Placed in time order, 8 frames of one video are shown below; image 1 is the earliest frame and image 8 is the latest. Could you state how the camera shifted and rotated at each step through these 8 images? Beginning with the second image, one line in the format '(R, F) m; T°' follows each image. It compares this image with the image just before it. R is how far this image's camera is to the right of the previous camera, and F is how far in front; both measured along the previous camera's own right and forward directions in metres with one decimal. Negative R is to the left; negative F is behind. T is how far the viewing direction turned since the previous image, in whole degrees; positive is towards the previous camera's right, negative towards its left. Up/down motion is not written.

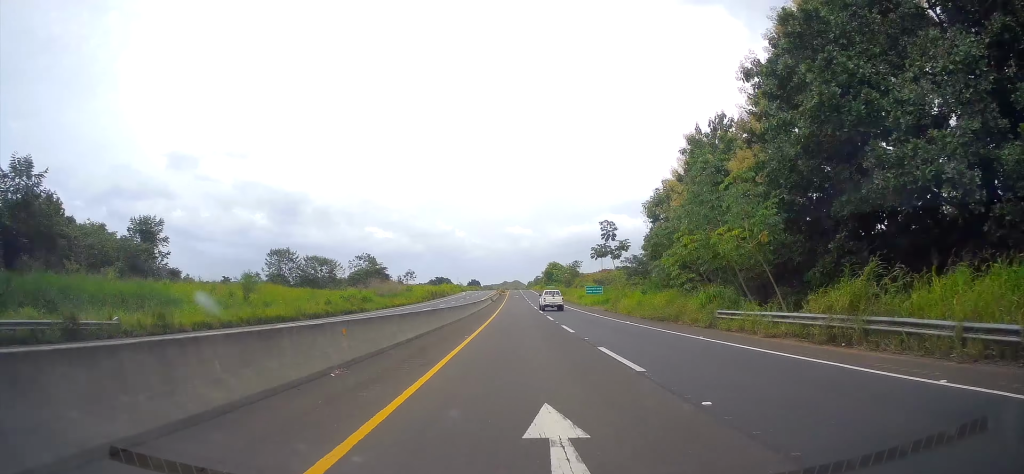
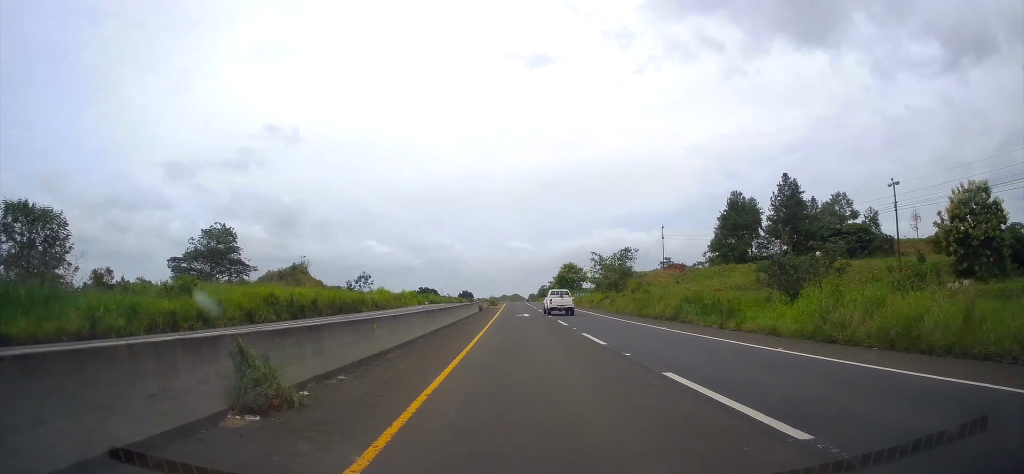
(+0.2, +78.0) m; +1°
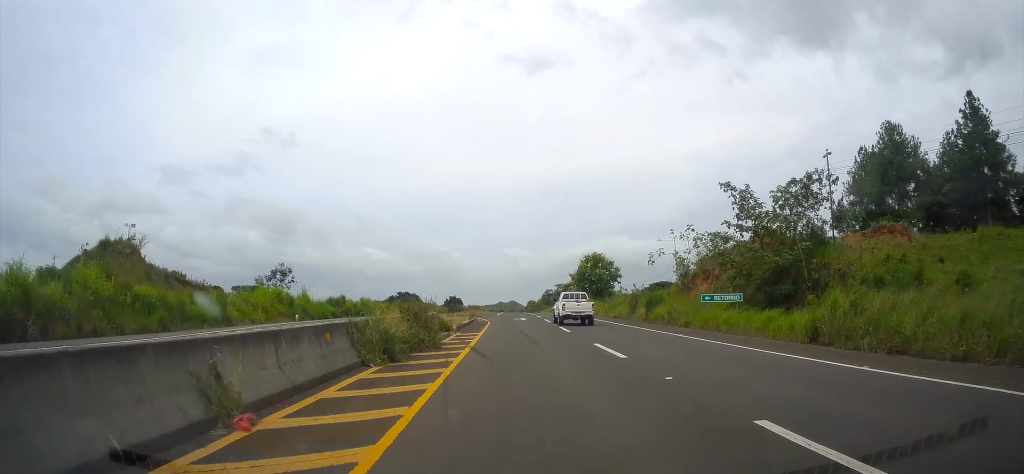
(+0.4, +63.9) m; 0°
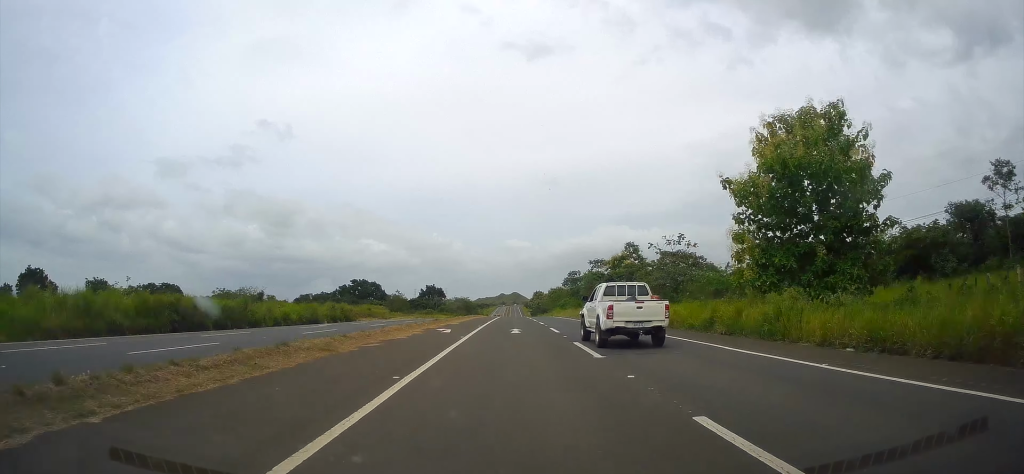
(-0.2, +96.5) m; 0°
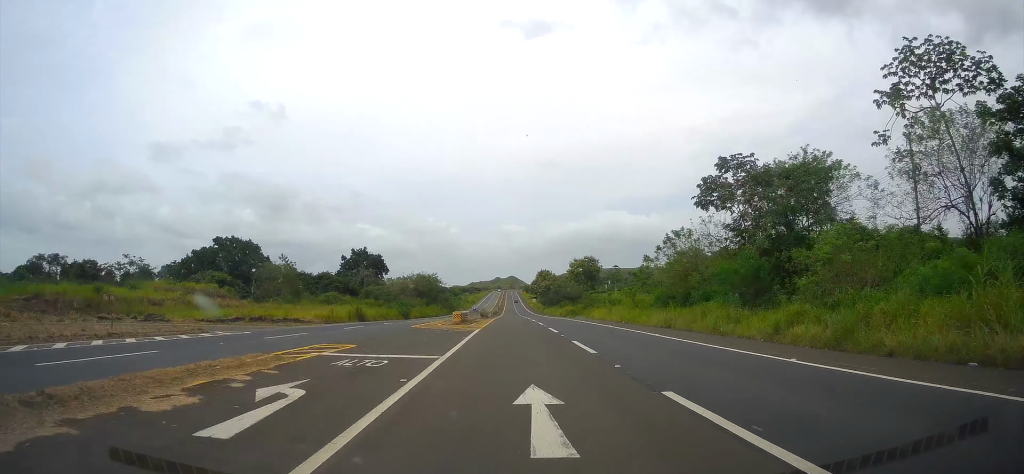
(0.0, +109.3) m; 0°
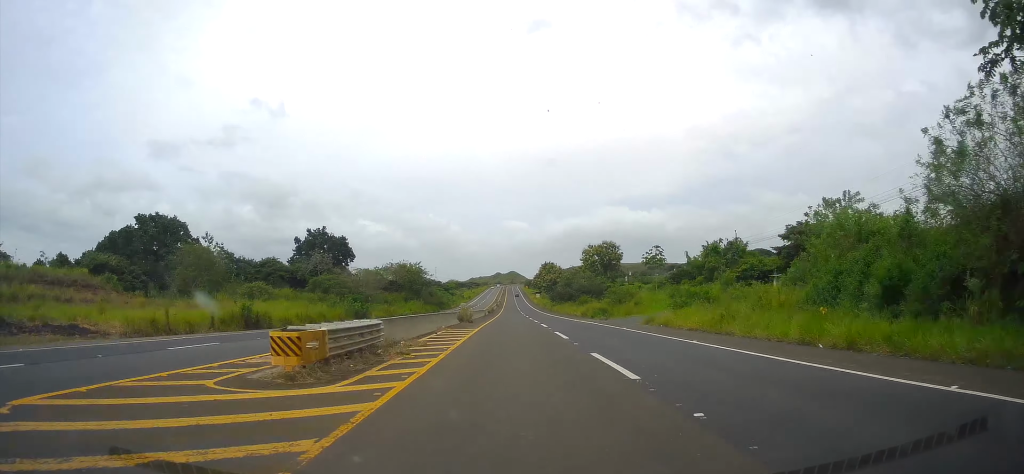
(0.0, +29.8) m; 0°
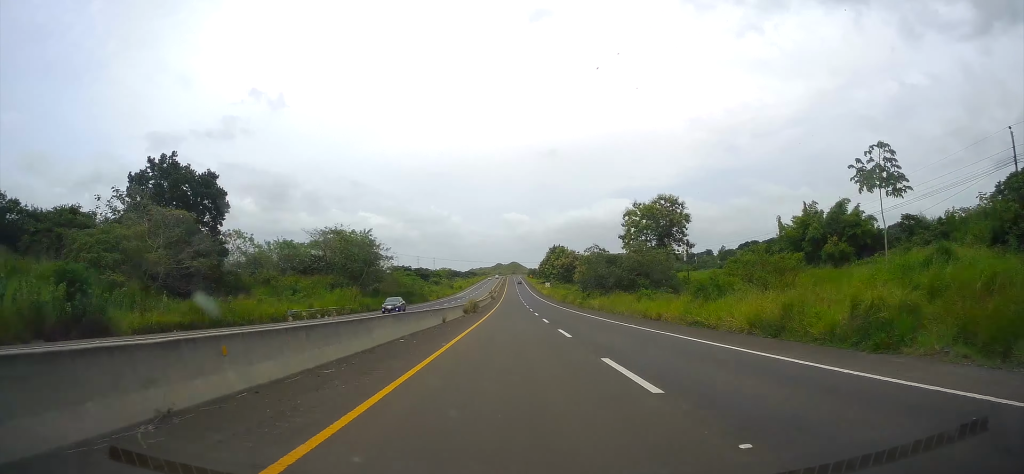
(+0.1, +48.5) m; 0°
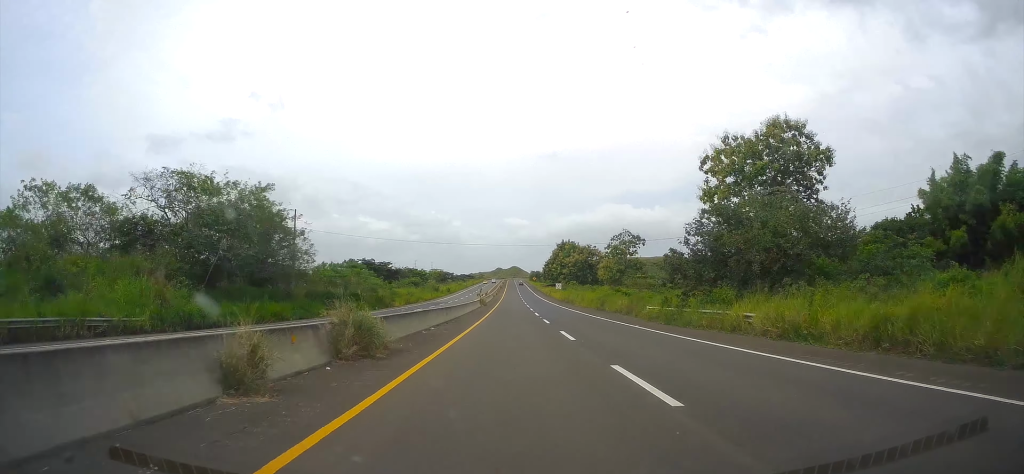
(+0.2, +37.6) m; 0°
